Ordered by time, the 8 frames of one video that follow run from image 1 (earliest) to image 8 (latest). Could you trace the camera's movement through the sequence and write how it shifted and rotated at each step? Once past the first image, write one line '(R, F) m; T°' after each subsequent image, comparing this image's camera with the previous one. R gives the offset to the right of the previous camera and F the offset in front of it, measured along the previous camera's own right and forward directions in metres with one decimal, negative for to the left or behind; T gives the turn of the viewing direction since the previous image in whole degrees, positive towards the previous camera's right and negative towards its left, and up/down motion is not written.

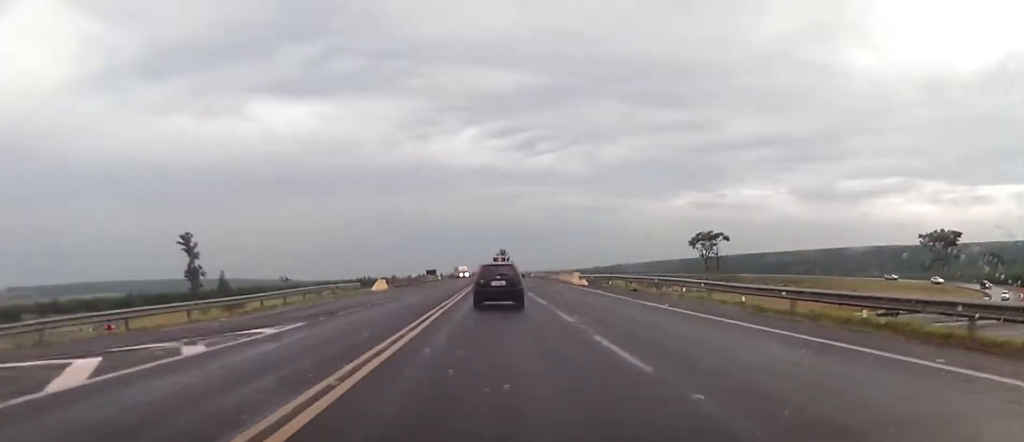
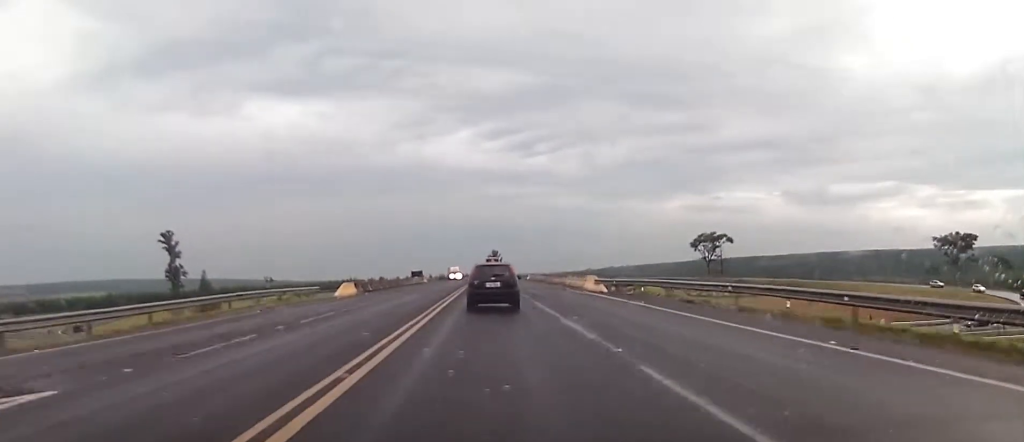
(+0.1, +13.0) m; +2°
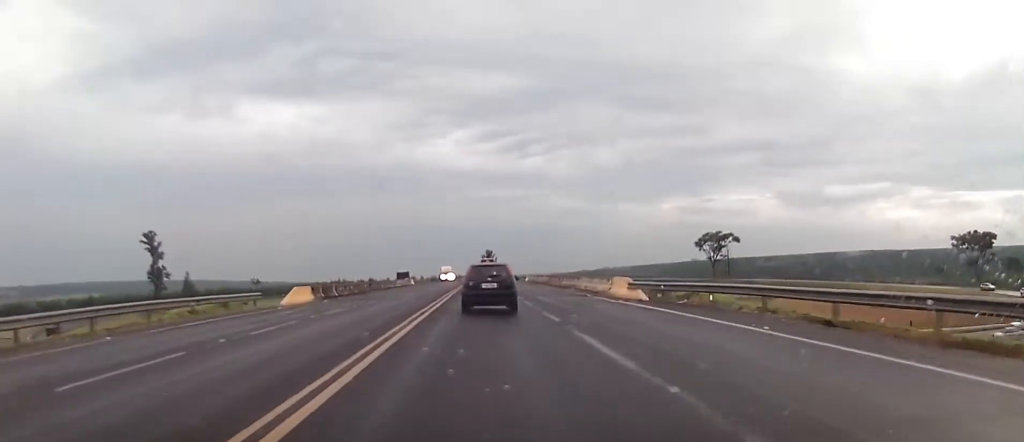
(+0.4, +13.4) m; +2°
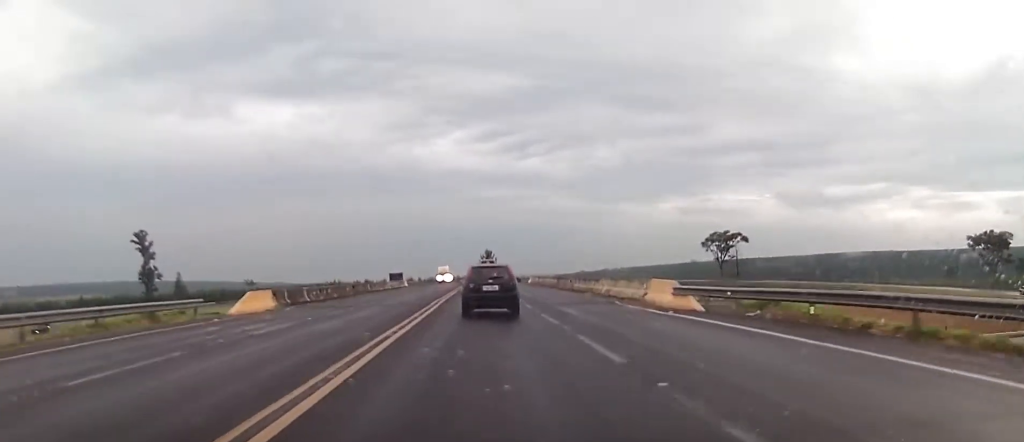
(+0.1, +9.3) m; 0°
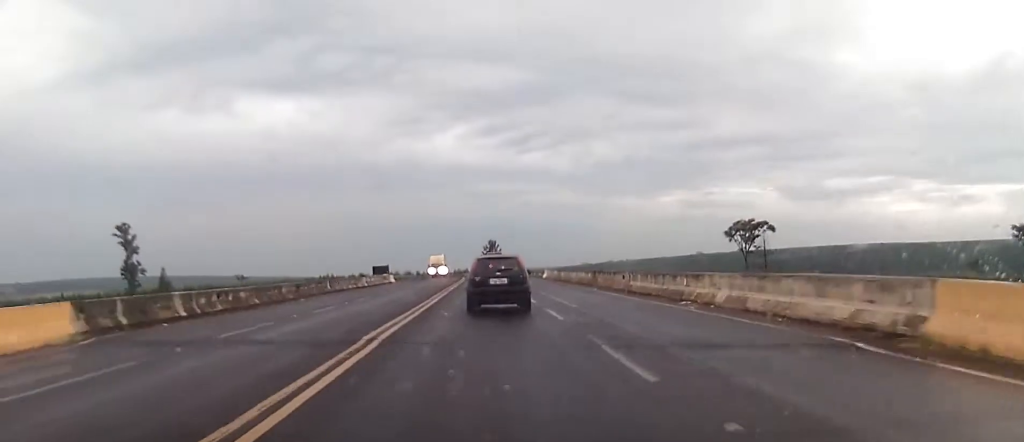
(0.0, +21.3) m; -1°
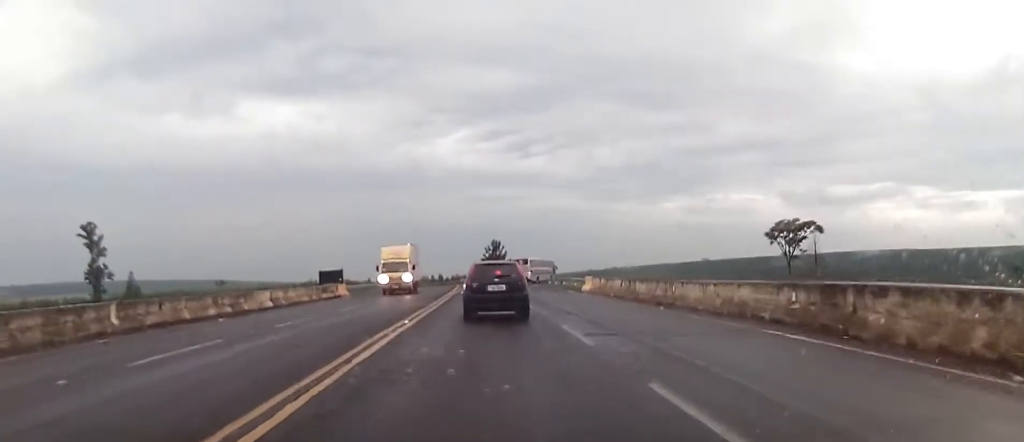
(-0.3, +31.3) m; 0°
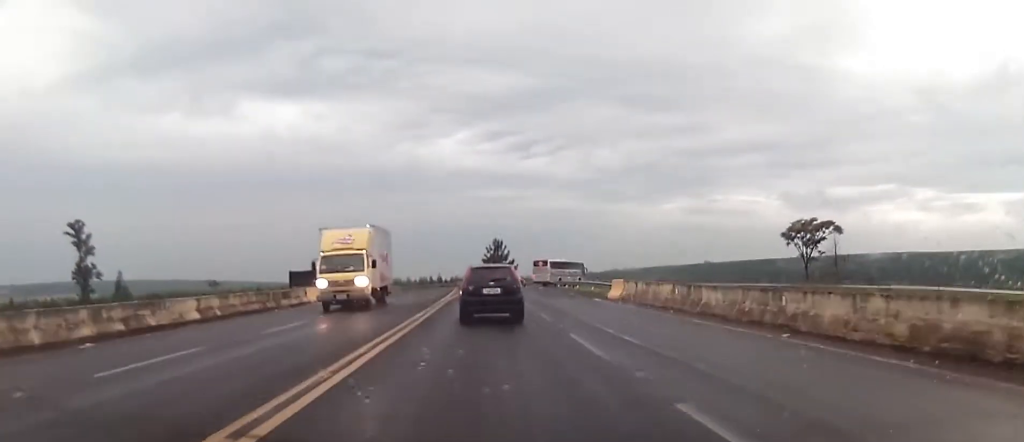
(+0.1, +9.7) m; +1°
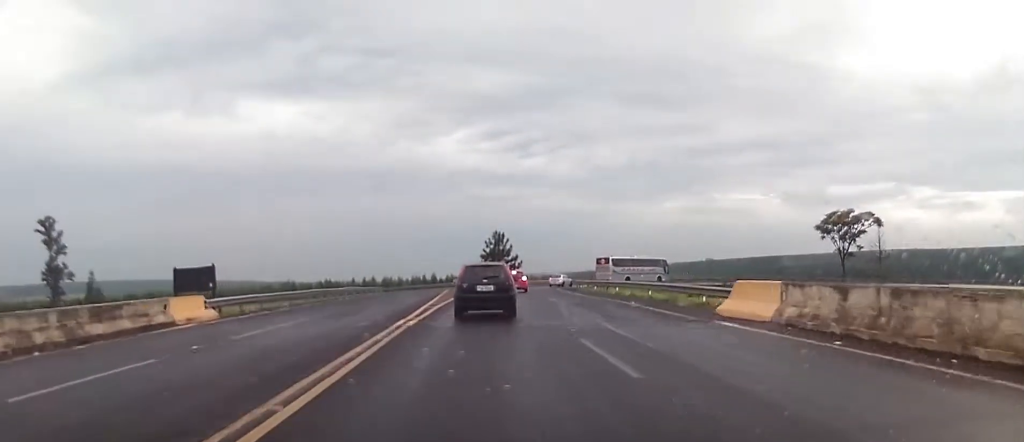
(-0.3, +18.7) m; -2°
